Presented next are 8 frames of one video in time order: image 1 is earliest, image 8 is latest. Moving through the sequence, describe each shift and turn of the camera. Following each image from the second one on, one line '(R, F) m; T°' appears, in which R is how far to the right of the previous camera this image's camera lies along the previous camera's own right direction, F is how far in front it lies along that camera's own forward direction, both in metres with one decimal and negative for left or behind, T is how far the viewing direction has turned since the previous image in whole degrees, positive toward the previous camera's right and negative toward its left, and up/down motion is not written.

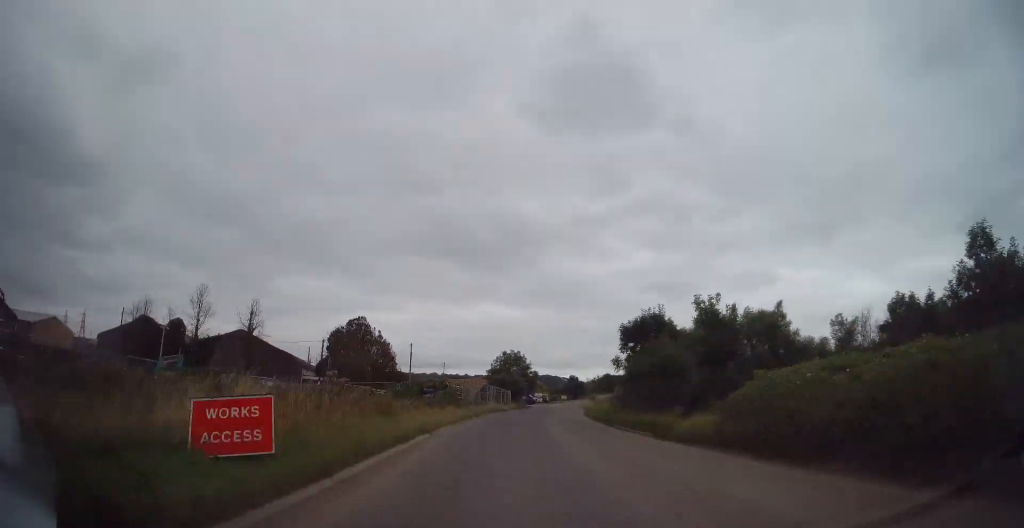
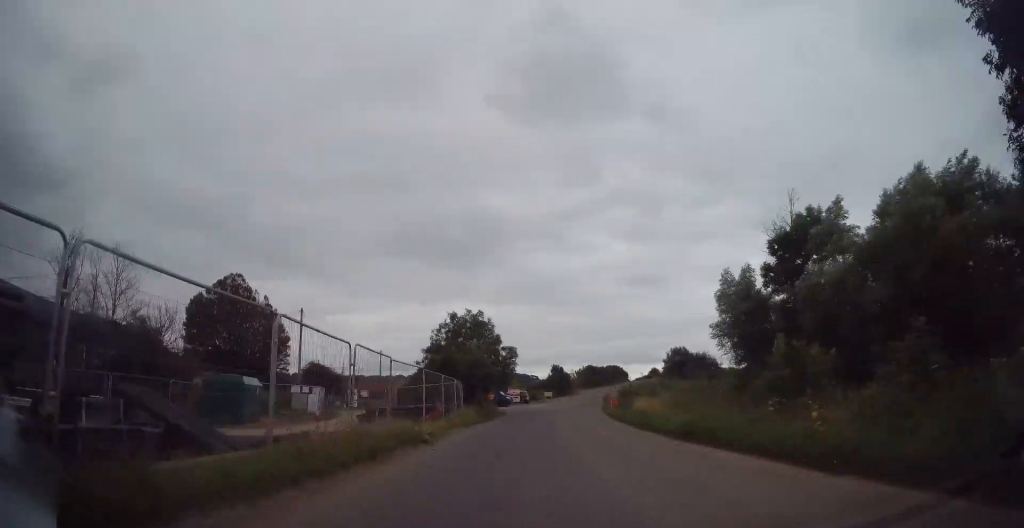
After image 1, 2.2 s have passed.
(+1.4, +37.2) m; +3°
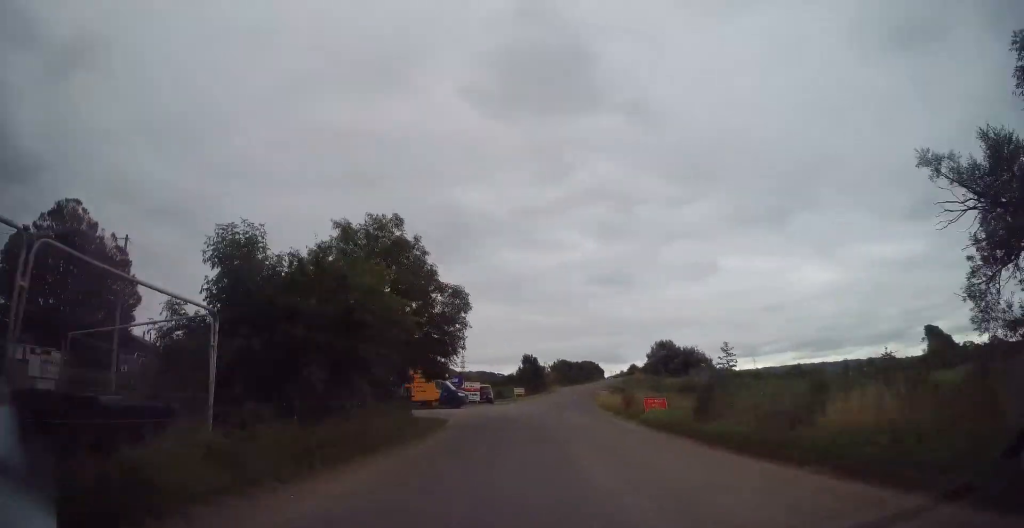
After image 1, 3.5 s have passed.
(+0.2, +22.2) m; +2°
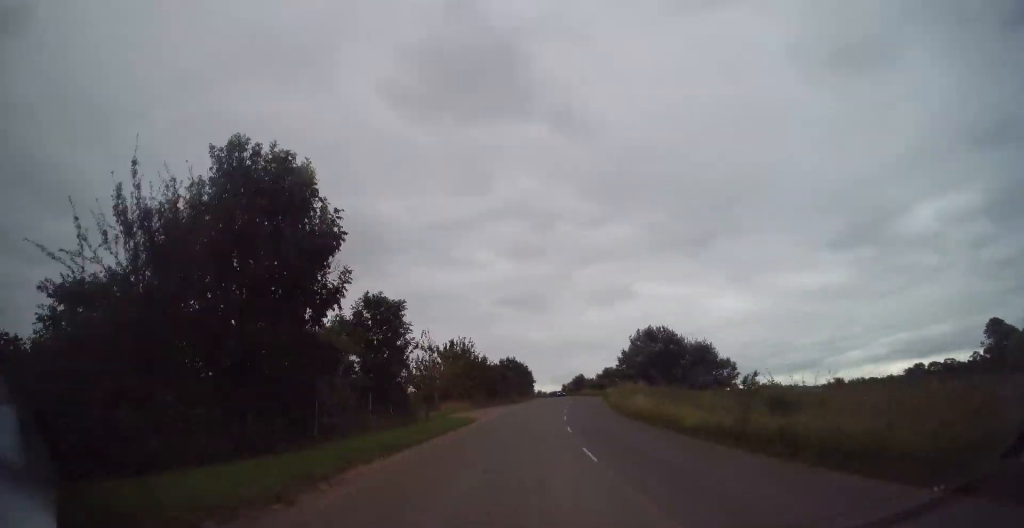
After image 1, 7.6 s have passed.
(+6.1, +72.5) m; +9°
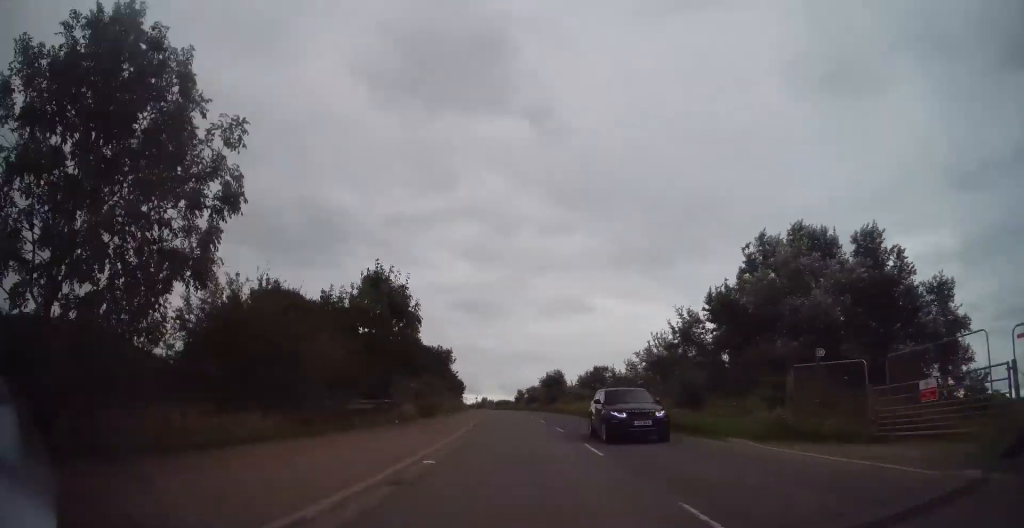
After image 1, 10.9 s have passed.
(+2.8, +61.8) m; +1°
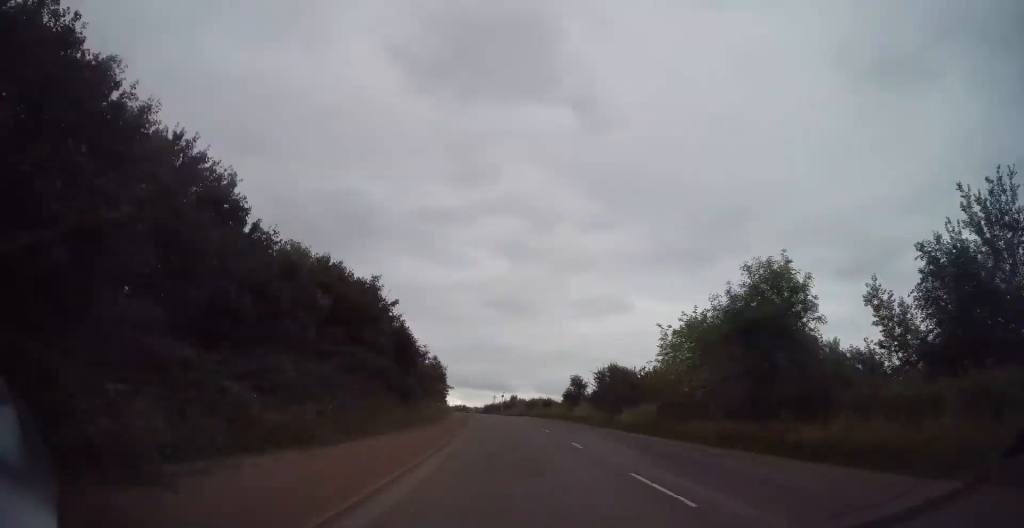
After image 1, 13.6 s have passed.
(-1.0, +52.6) m; -3°
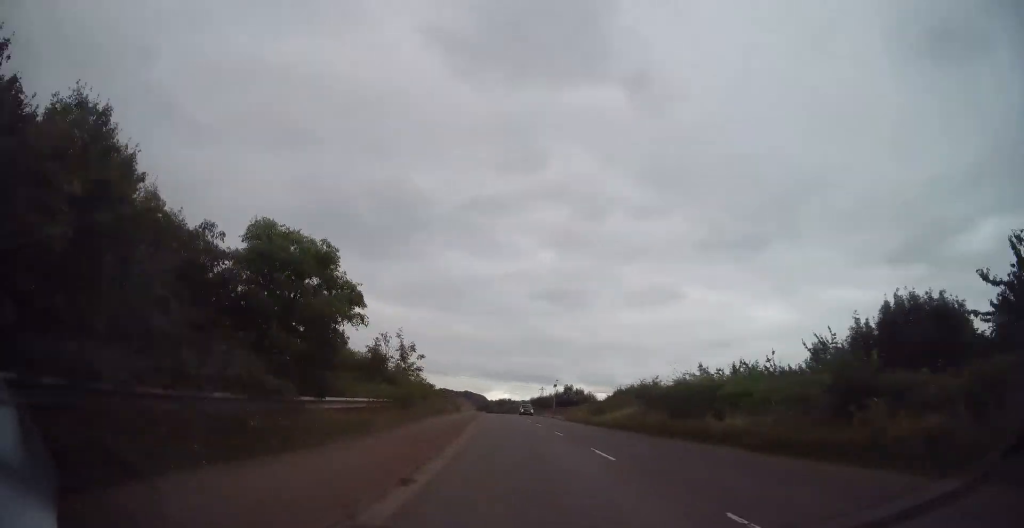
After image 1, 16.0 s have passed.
(-1.3, +48.1) m; -3°
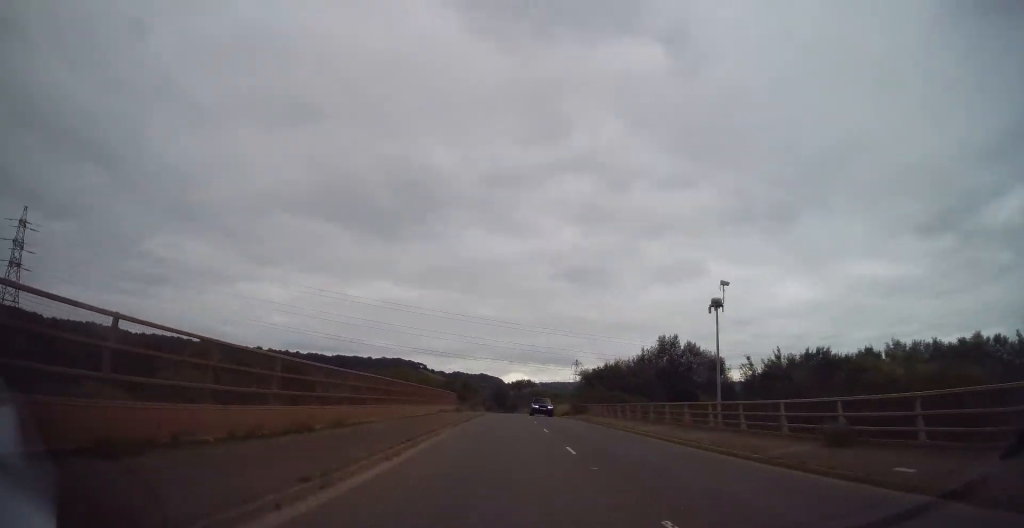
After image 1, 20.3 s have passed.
(-2.6, +87.3) m; -2°
